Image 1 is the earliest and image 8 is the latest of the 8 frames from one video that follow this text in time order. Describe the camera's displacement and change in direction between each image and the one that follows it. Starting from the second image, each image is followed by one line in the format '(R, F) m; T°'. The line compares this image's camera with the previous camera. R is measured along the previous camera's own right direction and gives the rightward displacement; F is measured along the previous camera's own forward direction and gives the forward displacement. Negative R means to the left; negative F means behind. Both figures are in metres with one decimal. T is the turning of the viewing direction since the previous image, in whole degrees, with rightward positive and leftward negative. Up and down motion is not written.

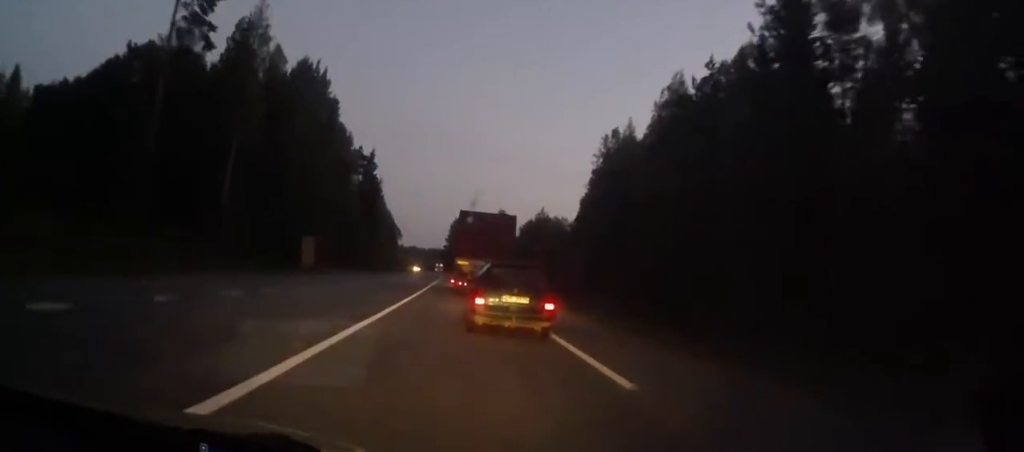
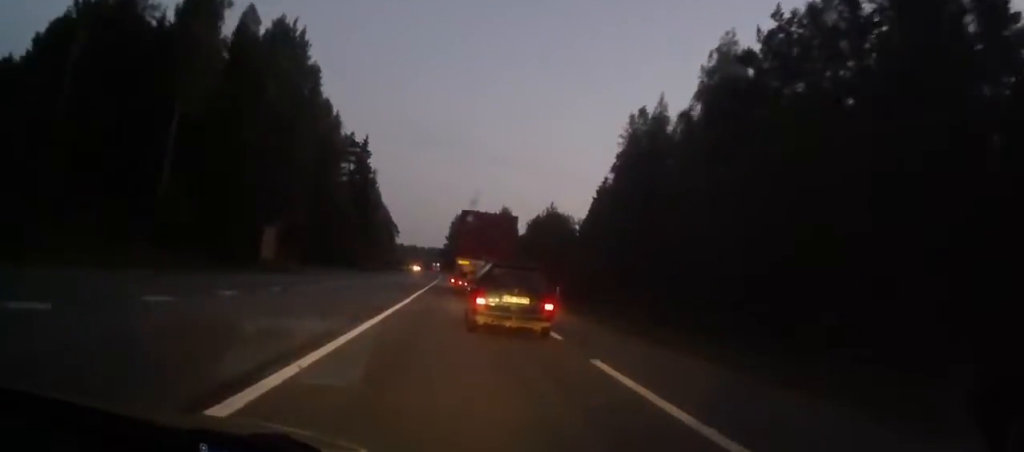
(0.0, +12.6) m; 0°
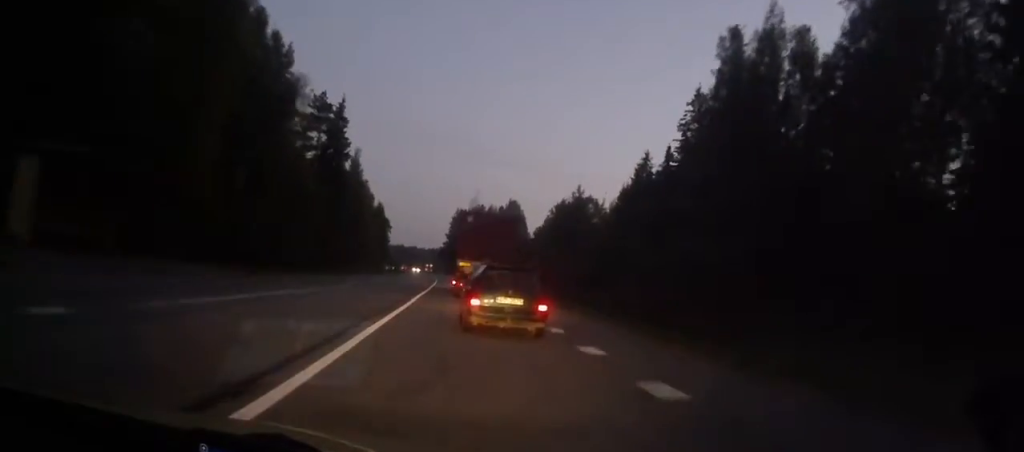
(+0.3, +27.4) m; 0°
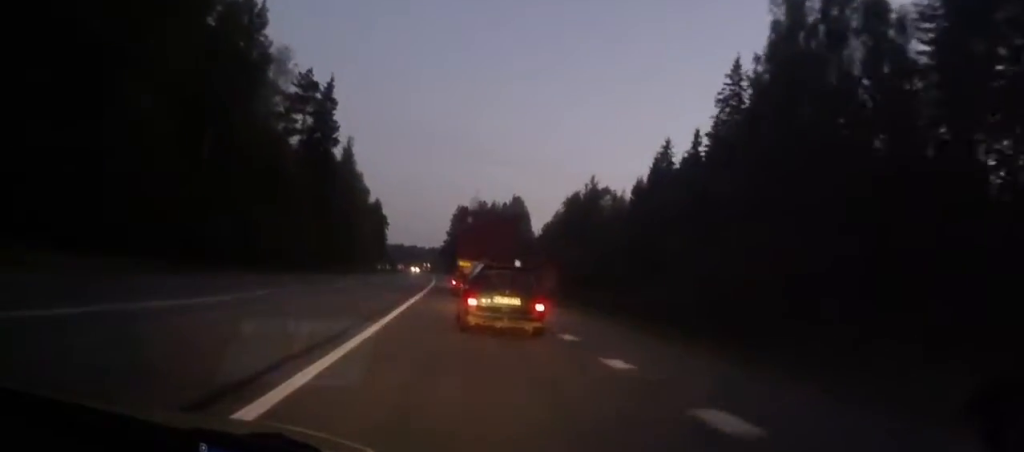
(0.0, +9.6) m; 0°
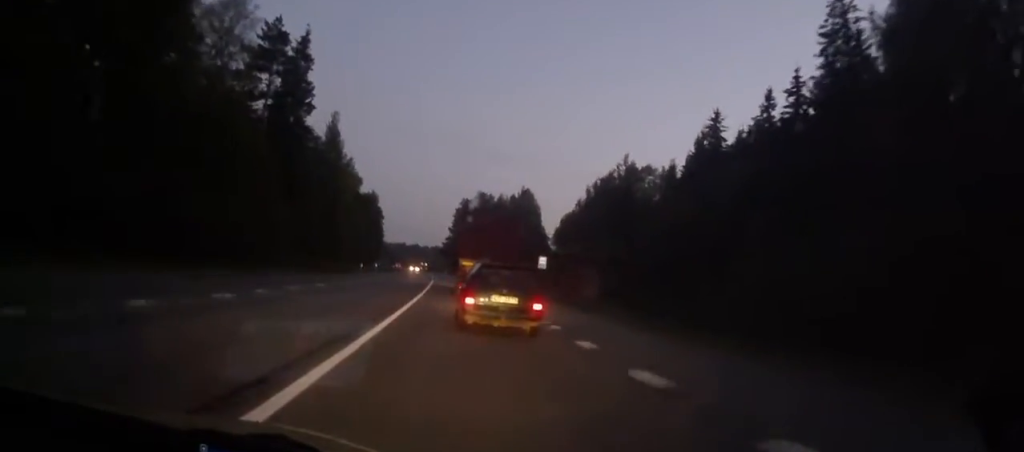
(-0.2, +17.0) m; -1°
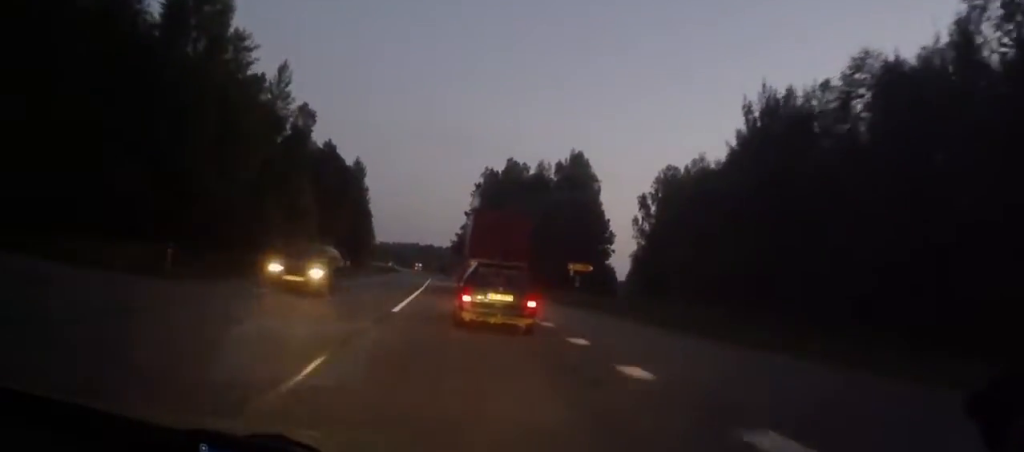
(-0.4, +57.3) m; -1°
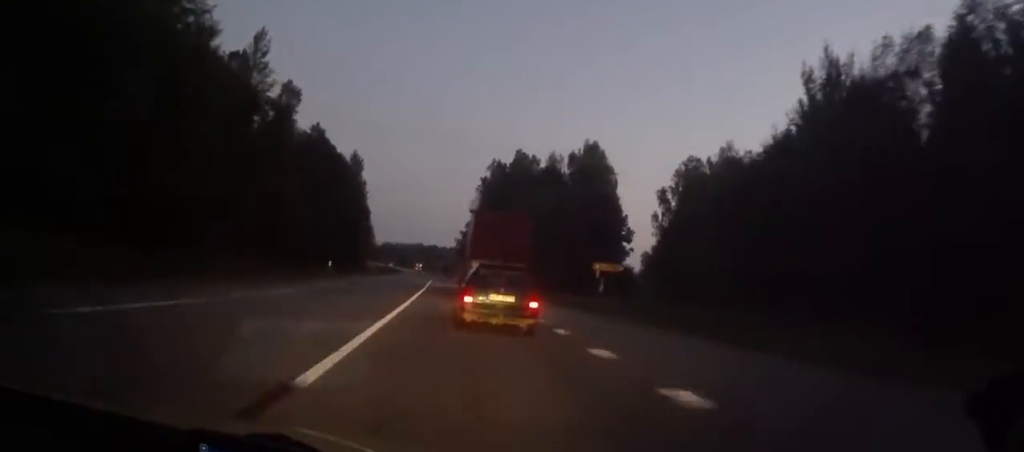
(-0.1, +9.6) m; 0°
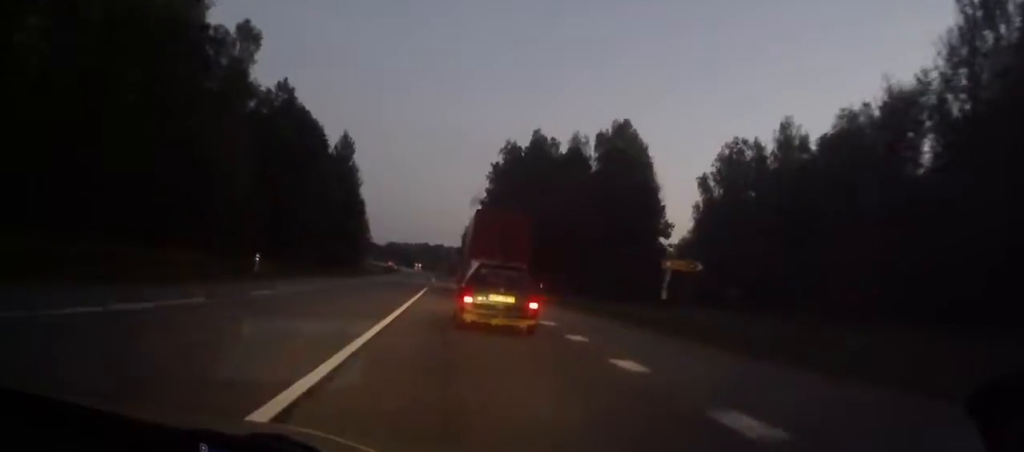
(-0.1, +17.1) m; 0°
